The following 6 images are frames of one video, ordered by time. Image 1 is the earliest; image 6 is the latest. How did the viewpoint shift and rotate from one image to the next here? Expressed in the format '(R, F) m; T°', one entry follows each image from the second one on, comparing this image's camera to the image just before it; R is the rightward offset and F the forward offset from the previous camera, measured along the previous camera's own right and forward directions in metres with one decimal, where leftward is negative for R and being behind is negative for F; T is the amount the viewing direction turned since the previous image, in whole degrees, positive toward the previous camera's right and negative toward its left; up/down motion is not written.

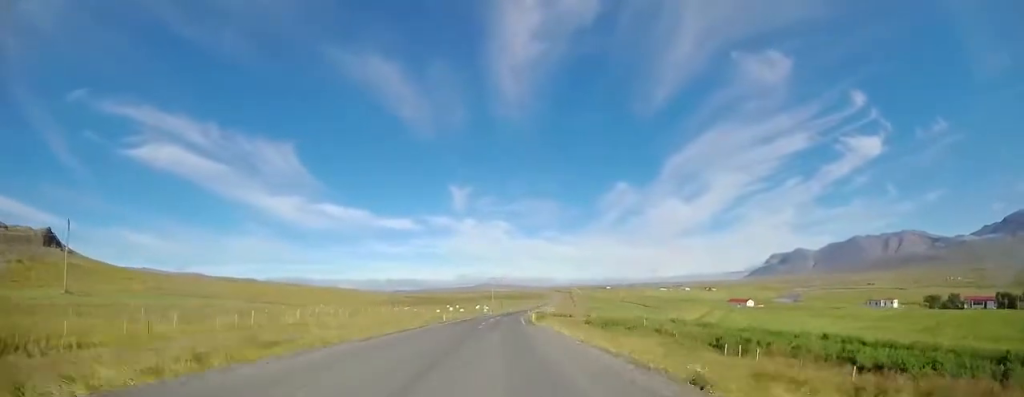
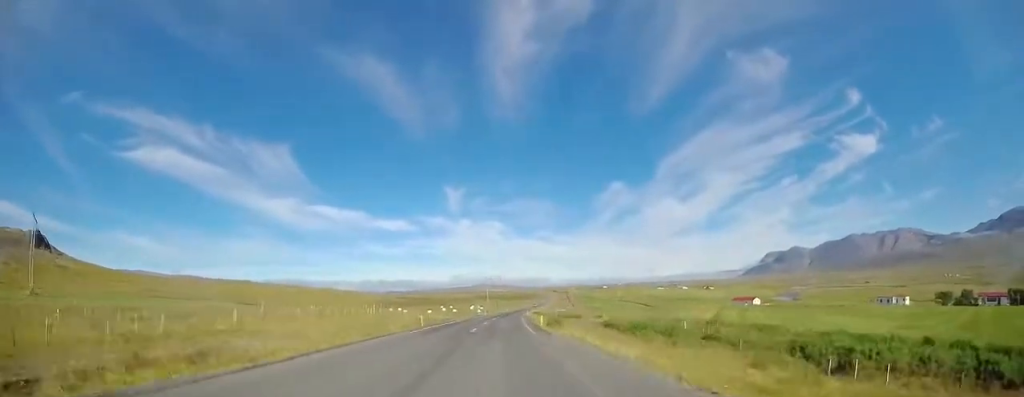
(0.0, +10.0) m; +1°
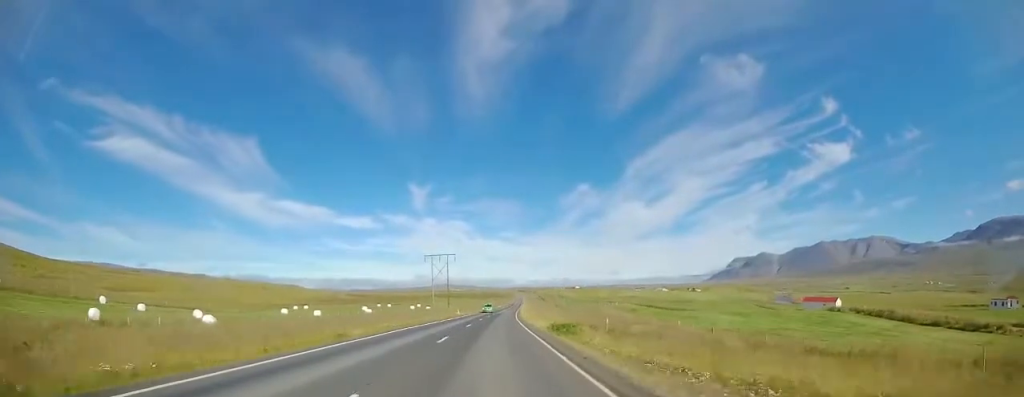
(+4.3, +79.5) m; +6°
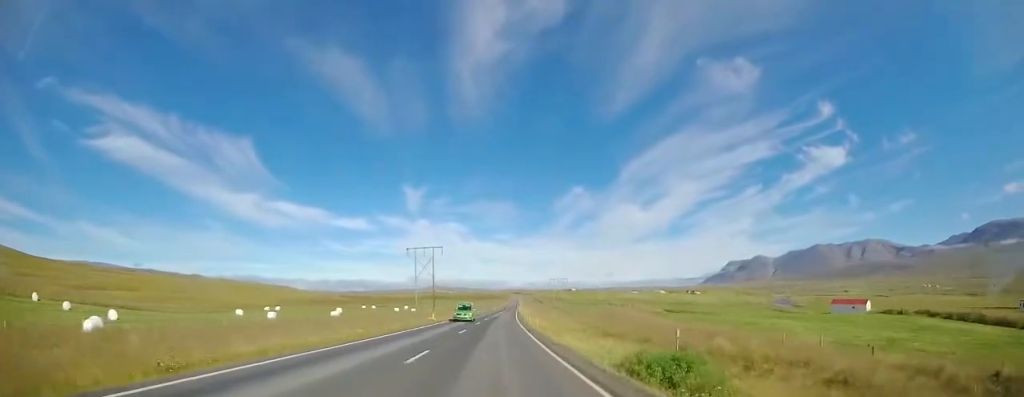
(+0.2, +17.8) m; +1°
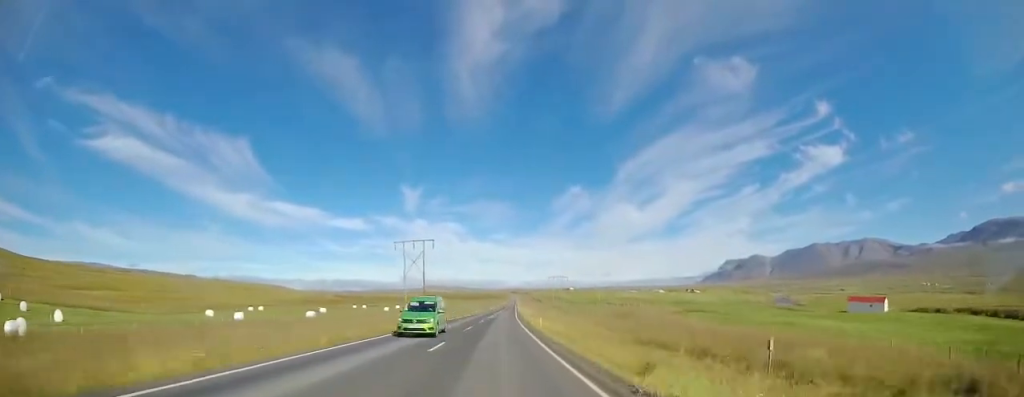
(0.0, +9.2) m; 0°
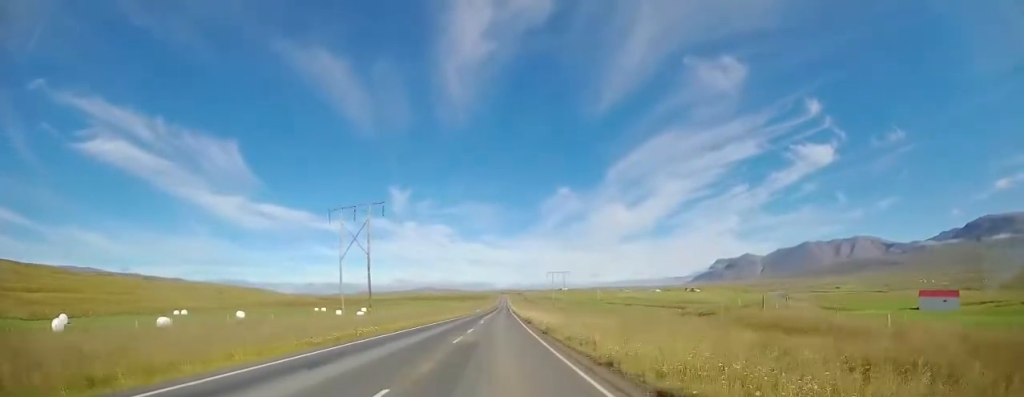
(+0.4, +33.0) m; +1°
